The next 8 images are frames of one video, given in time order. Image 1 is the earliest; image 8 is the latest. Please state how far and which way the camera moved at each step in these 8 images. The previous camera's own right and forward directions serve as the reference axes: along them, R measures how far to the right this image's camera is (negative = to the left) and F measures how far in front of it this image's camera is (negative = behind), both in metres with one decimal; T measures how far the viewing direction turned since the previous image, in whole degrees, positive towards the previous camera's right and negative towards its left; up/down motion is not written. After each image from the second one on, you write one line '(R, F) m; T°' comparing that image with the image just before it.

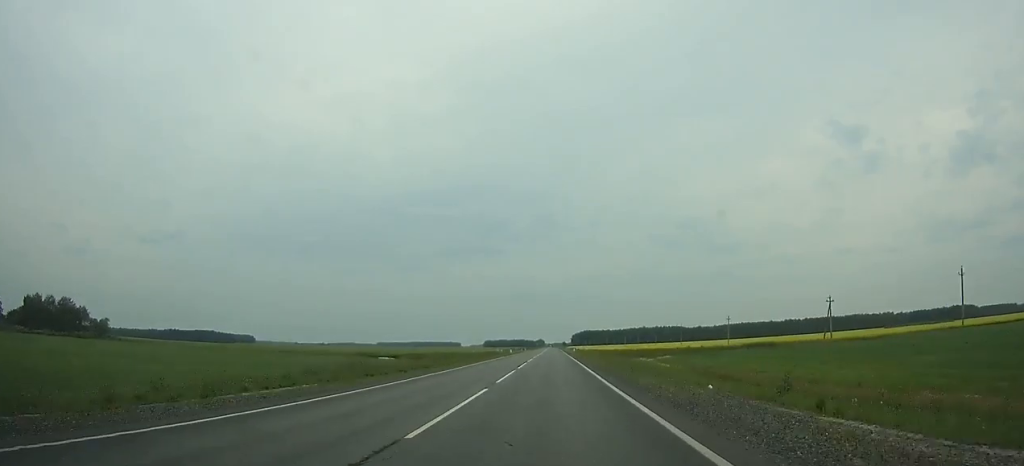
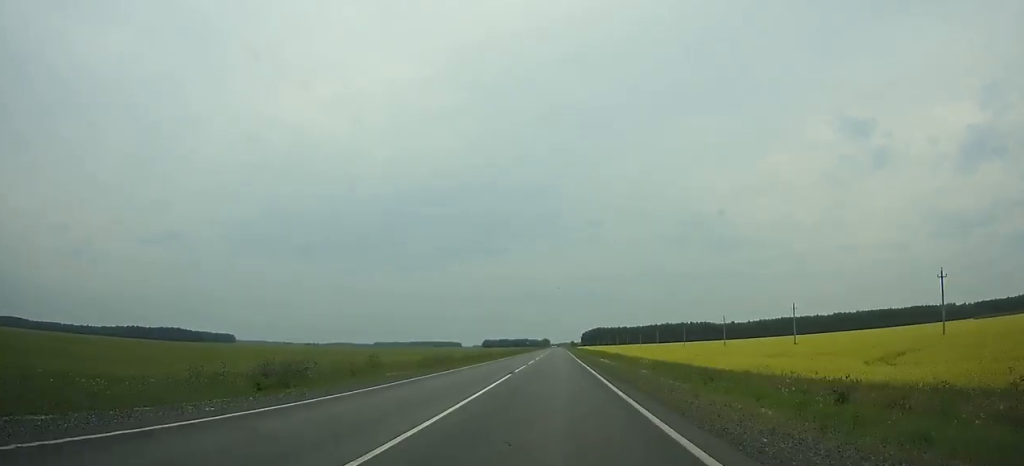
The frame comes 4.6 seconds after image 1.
(-0.3, +160.4) m; 0°
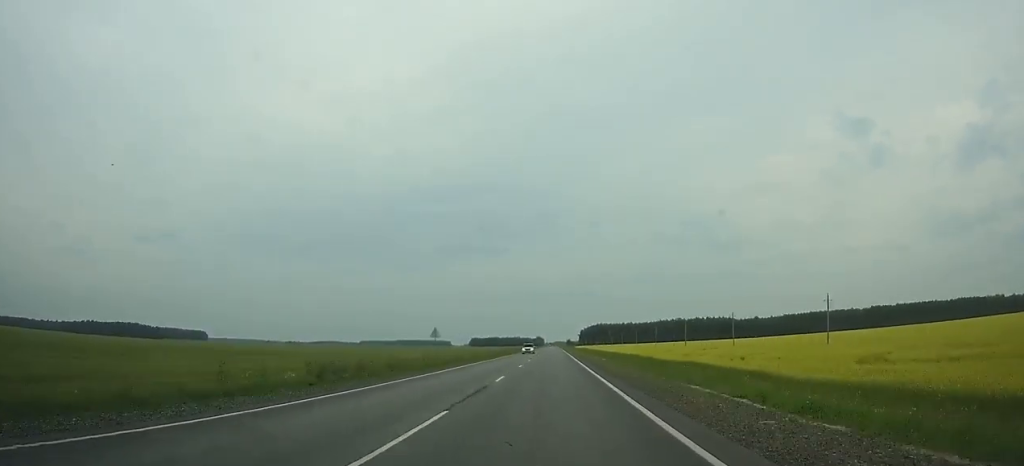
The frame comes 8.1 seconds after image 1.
(0.0, +118.9) m; 0°
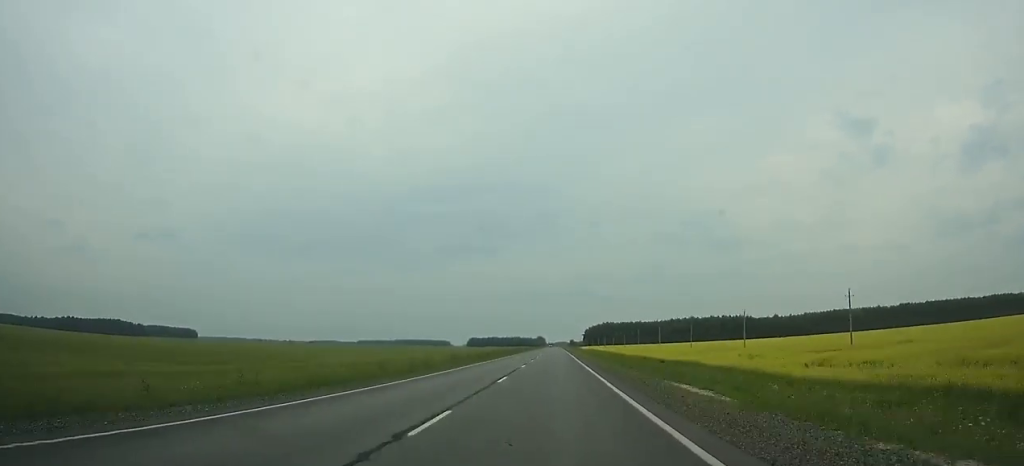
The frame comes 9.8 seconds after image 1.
(0.0, +57.2) m; 0°
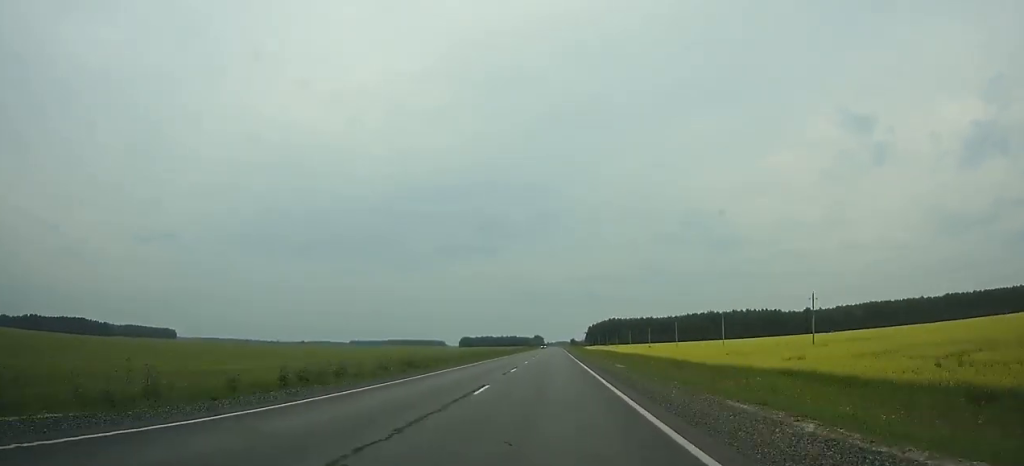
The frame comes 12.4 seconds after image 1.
(-0.1, +88.5) m; 0°
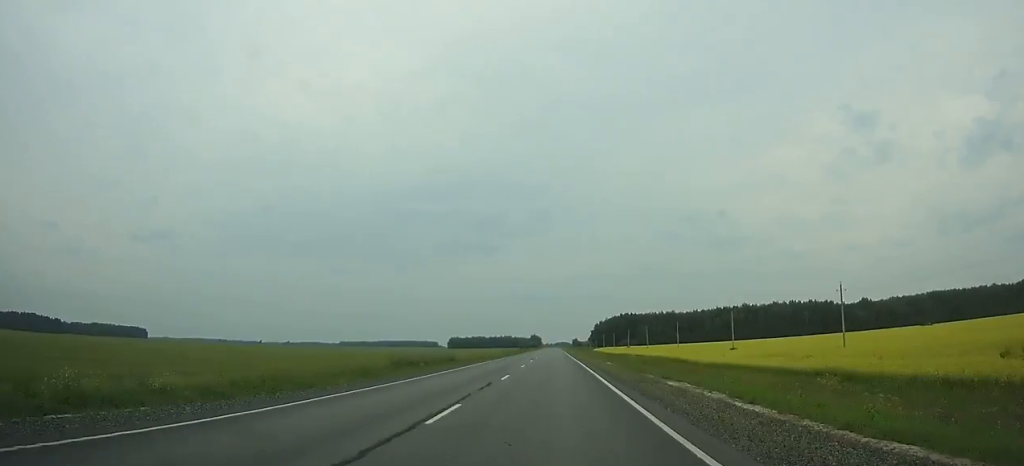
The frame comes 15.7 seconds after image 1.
(-0.2, +117.8) m; 0°
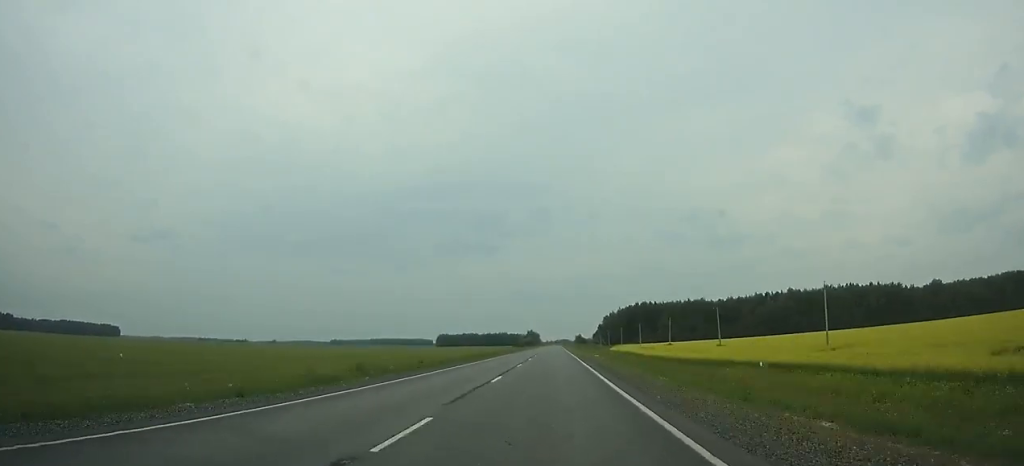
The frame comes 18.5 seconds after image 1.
(+0.1, +99.4) m; 0°
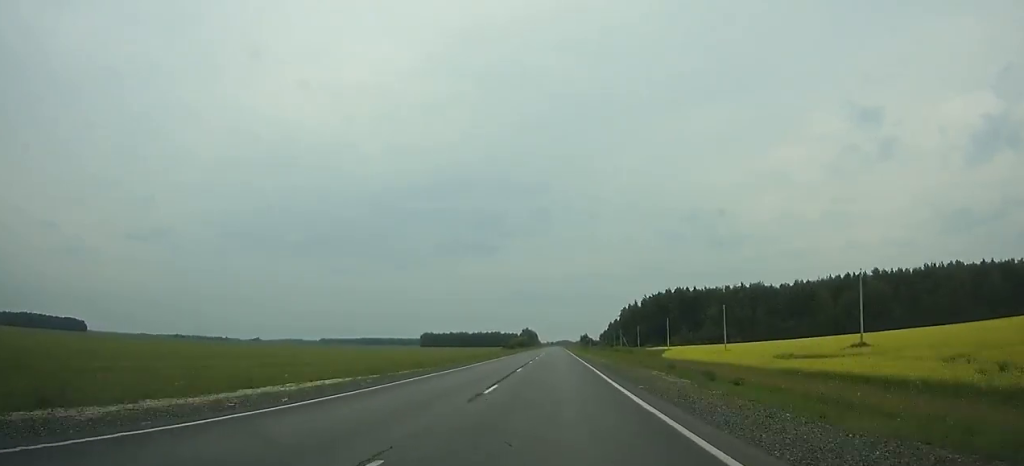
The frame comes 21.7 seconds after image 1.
(0.0, +110.9) m; 0°
